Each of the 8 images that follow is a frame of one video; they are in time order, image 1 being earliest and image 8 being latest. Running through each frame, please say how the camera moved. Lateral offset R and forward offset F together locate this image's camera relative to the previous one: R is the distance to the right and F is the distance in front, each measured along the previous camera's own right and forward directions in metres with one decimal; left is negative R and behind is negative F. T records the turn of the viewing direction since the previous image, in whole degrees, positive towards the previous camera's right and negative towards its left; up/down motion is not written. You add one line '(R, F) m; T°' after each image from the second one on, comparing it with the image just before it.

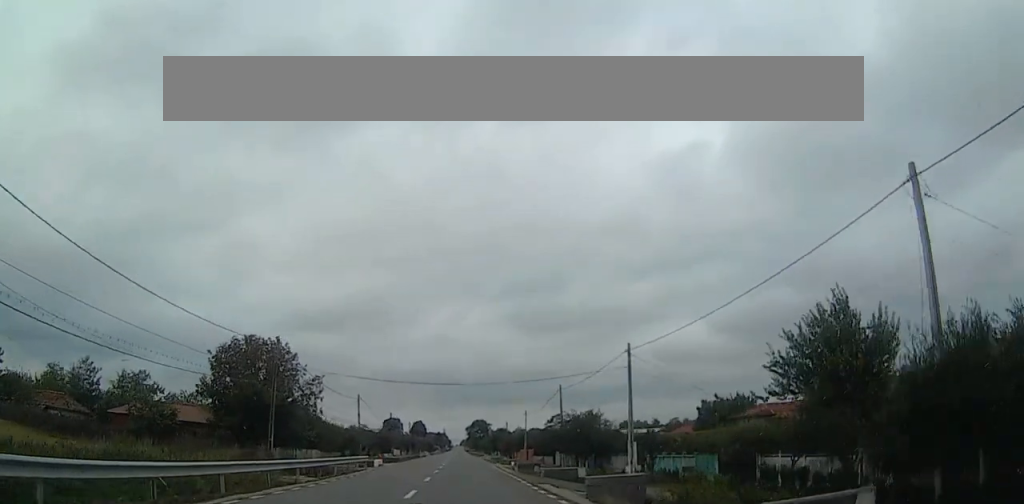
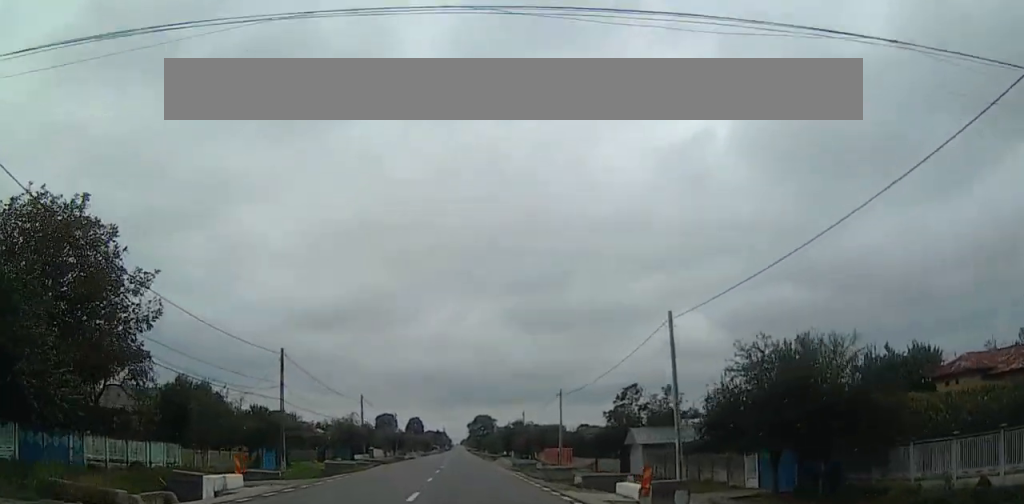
(+0.2, +37.0) m; 0°
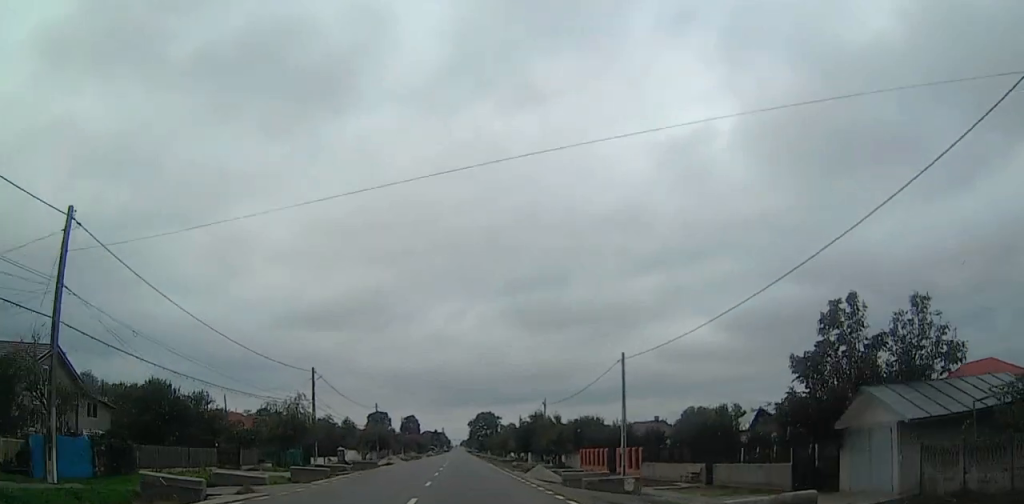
(-0.1, +28.5) m; 0°
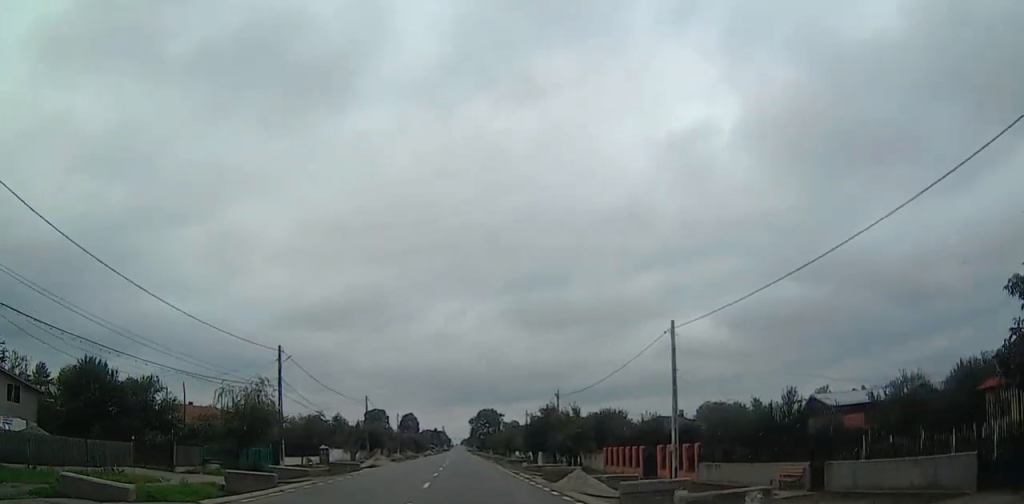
(0.0, +10.9) m; 0°
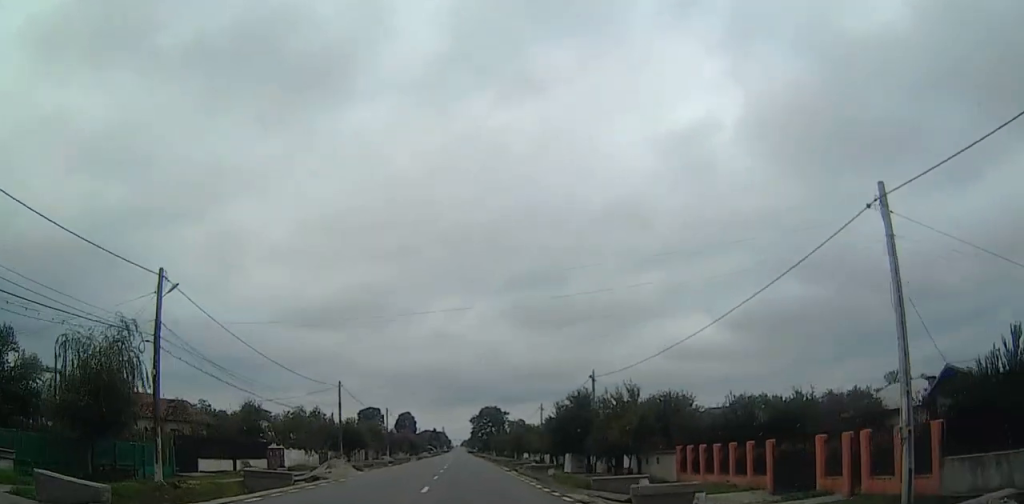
(0.0, +19.6) m; 0°
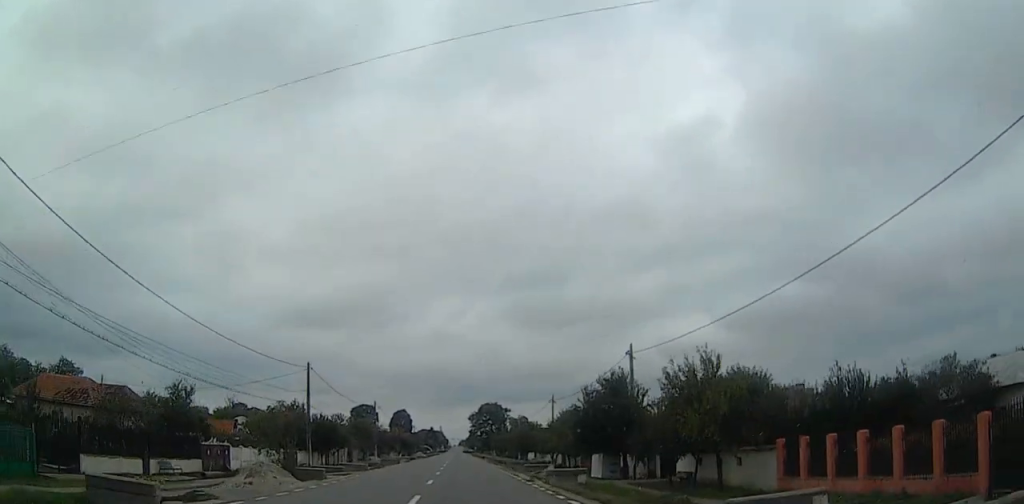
(+0.1, +13.0) m; 0°
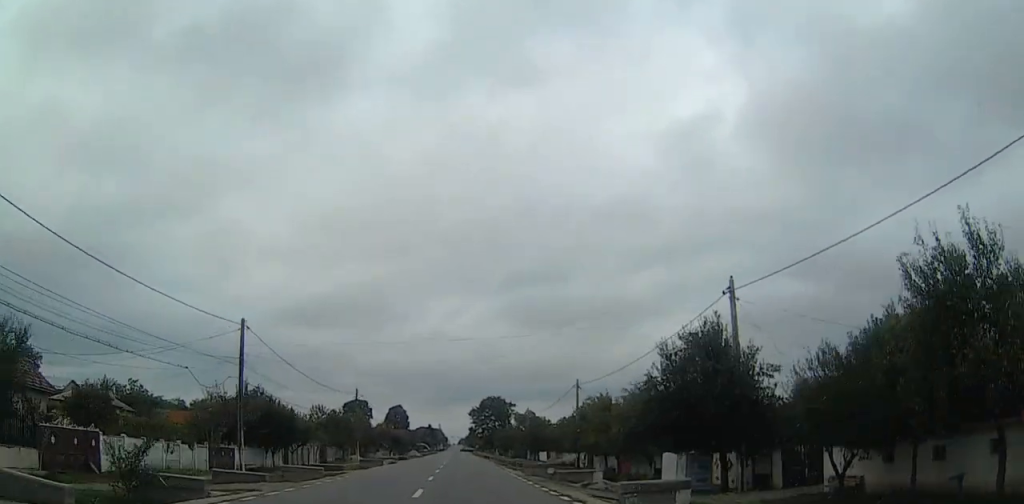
(0.0, +16.6) m; 0°
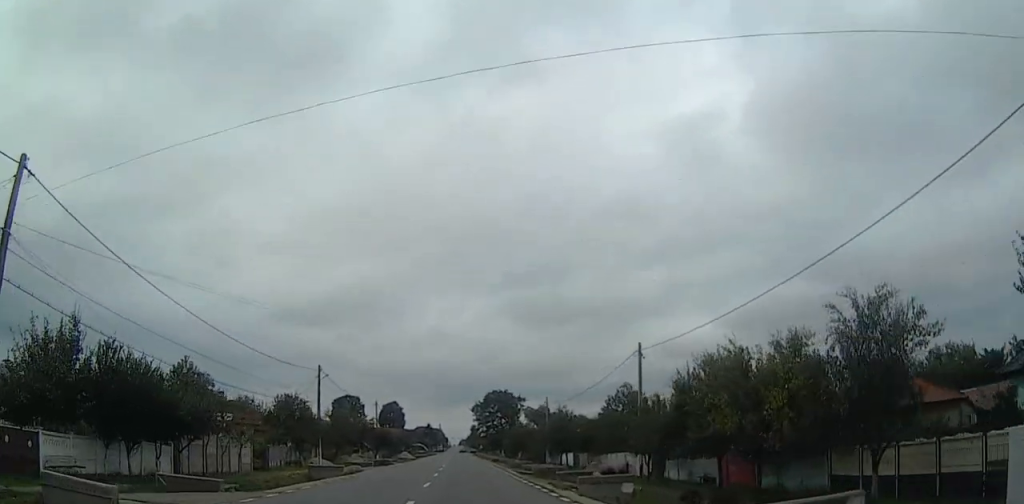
(-0.1, +21.7) m; 0°
